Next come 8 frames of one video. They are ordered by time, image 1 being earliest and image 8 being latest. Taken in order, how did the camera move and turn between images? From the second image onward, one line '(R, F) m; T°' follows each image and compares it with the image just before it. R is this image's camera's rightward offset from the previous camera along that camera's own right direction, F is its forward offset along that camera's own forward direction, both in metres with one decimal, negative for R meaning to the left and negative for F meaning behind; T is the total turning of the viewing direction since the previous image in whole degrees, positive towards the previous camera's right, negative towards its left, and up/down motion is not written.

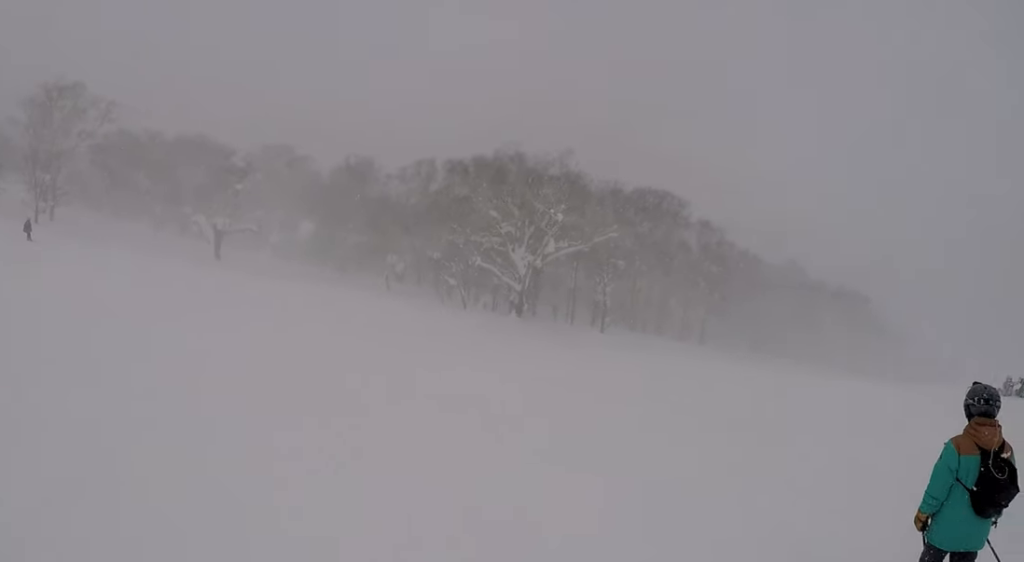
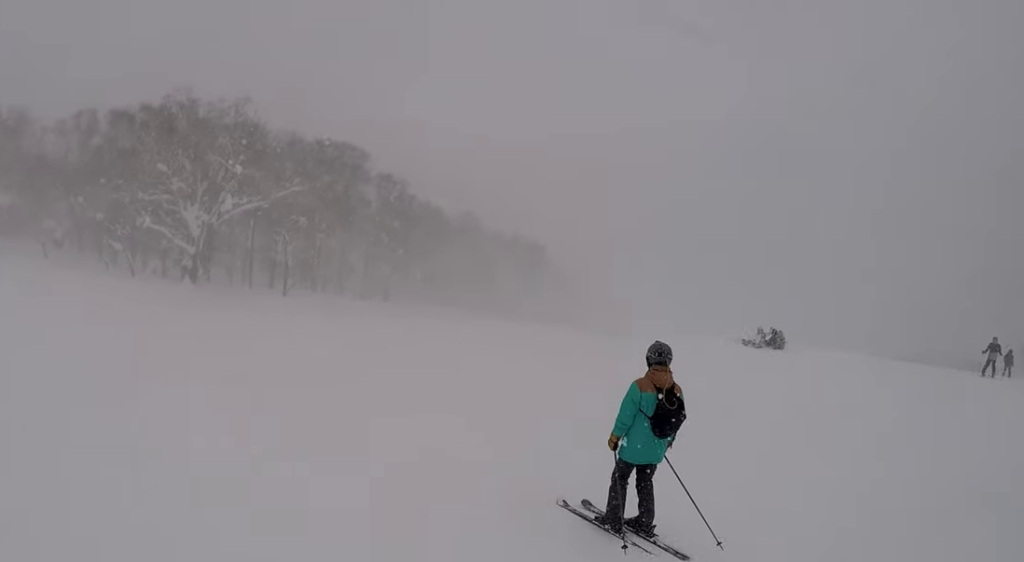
(+0.5, +5.9) m; +10°
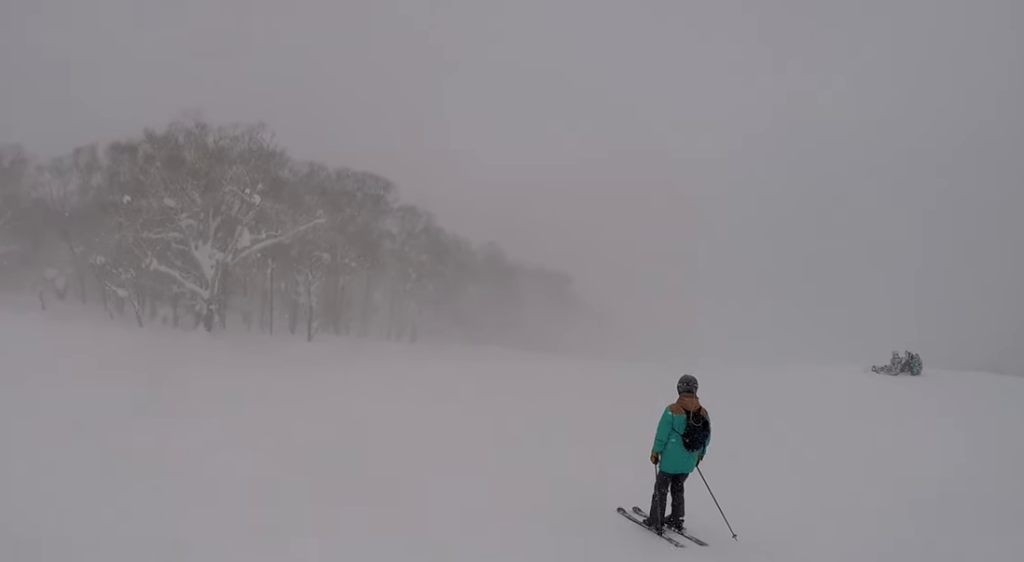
(+0.6, +6.3) m; +9°
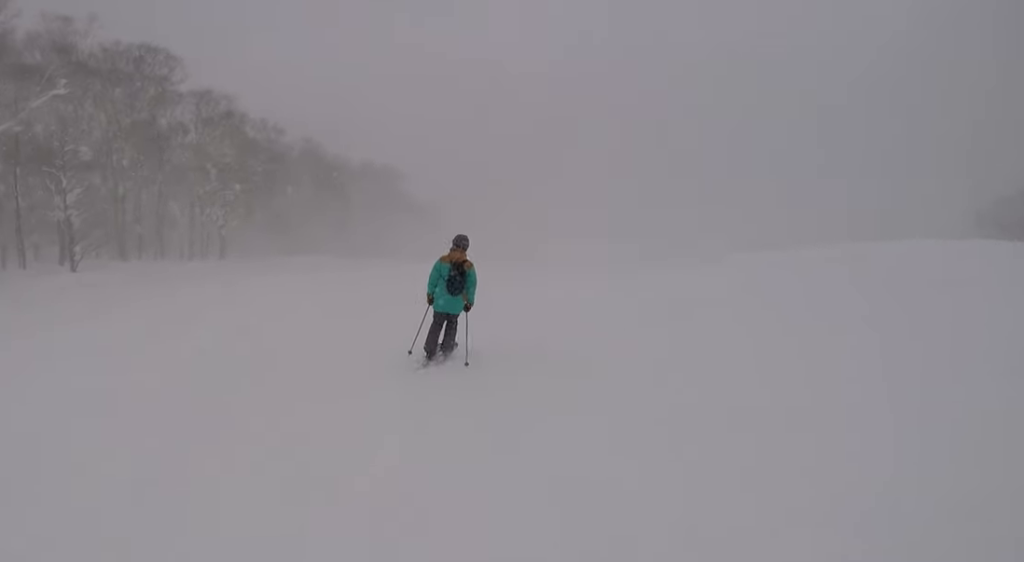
(+3.8, +14.0) m; +29°
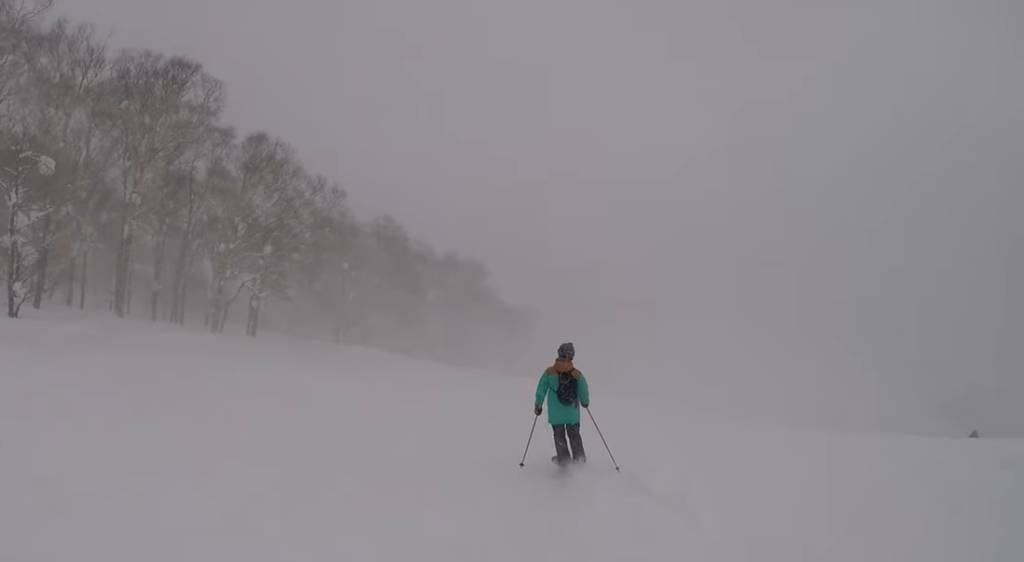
(-0.2, +12.5) m; -10°
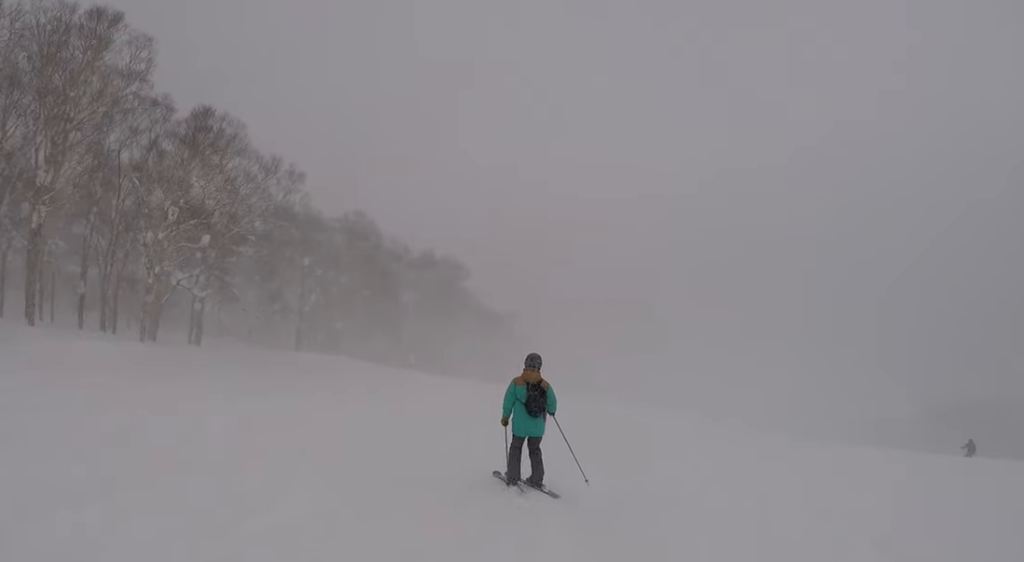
(-0.7, +7.1) m; +7°
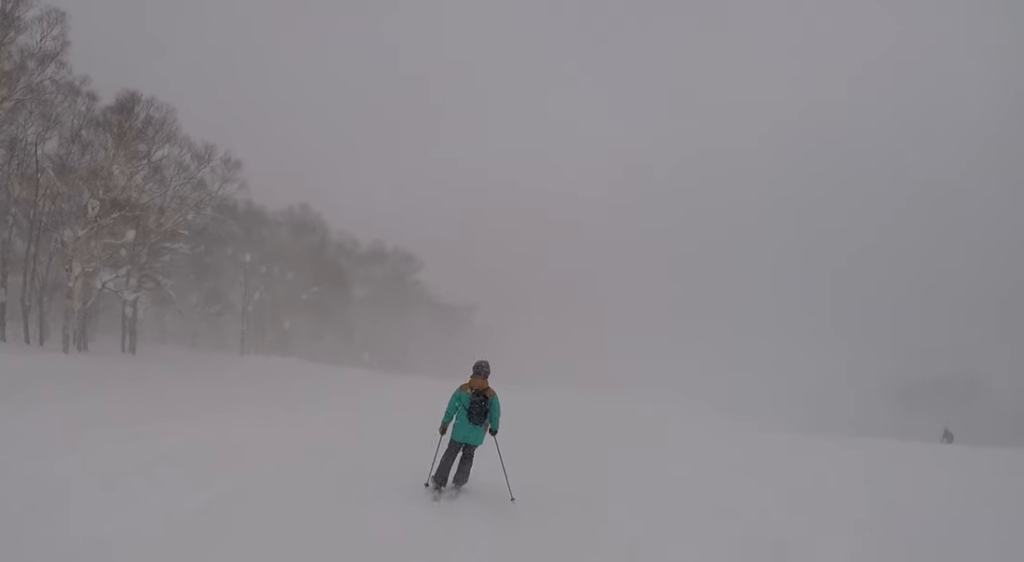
(+0.7, +3.4) m; +6°
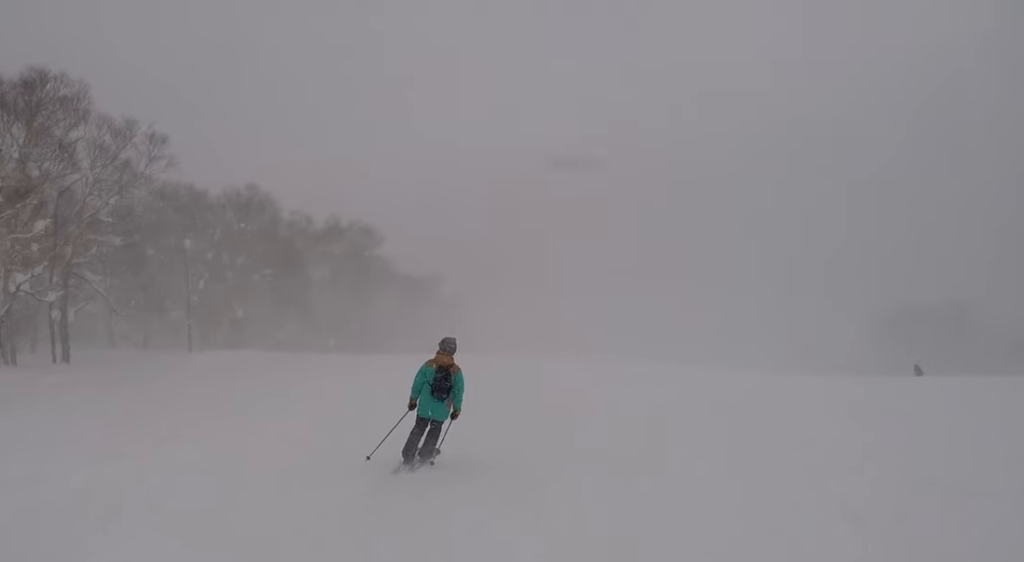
(+0.5, +4.2) m; +8°
